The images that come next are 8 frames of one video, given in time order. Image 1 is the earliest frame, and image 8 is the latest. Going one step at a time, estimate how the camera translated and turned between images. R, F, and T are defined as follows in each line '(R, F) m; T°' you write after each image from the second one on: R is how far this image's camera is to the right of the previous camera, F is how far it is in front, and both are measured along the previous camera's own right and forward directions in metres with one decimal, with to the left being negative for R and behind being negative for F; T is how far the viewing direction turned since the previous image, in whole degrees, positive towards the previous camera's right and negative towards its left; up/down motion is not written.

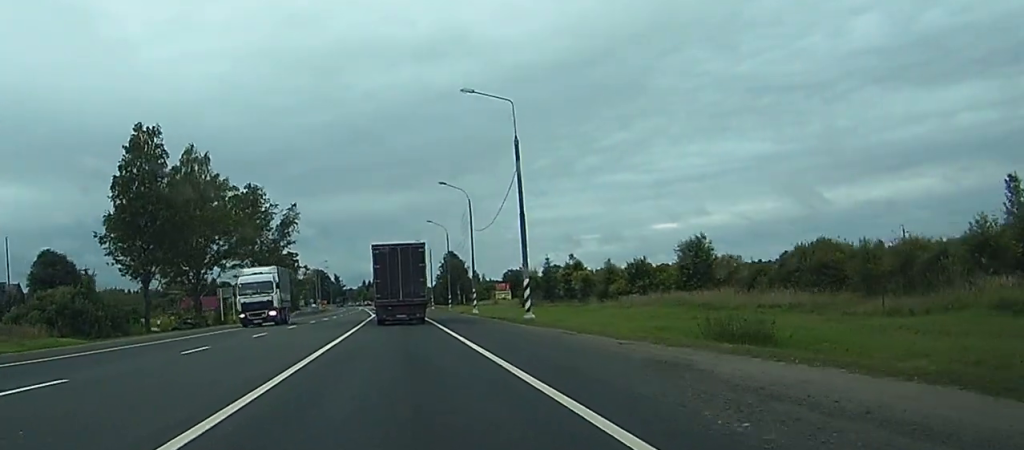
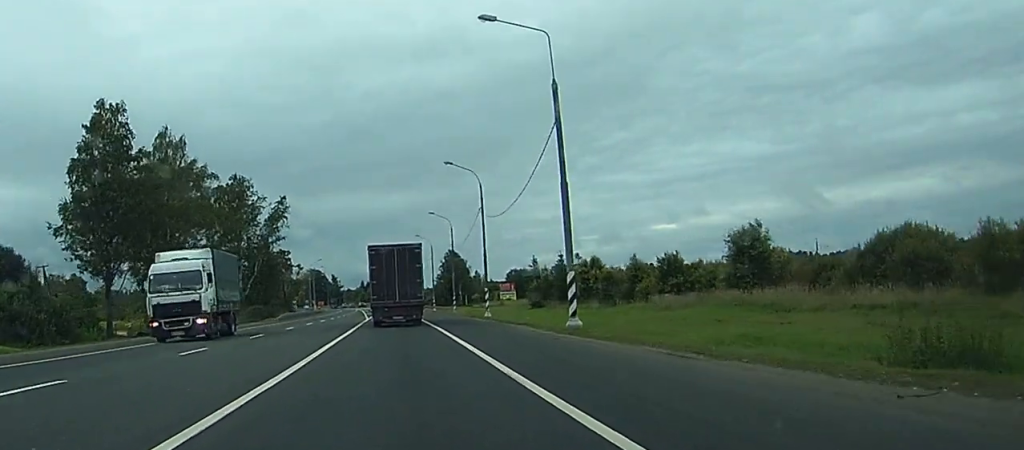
(-0.1, +11.9) m; 0°
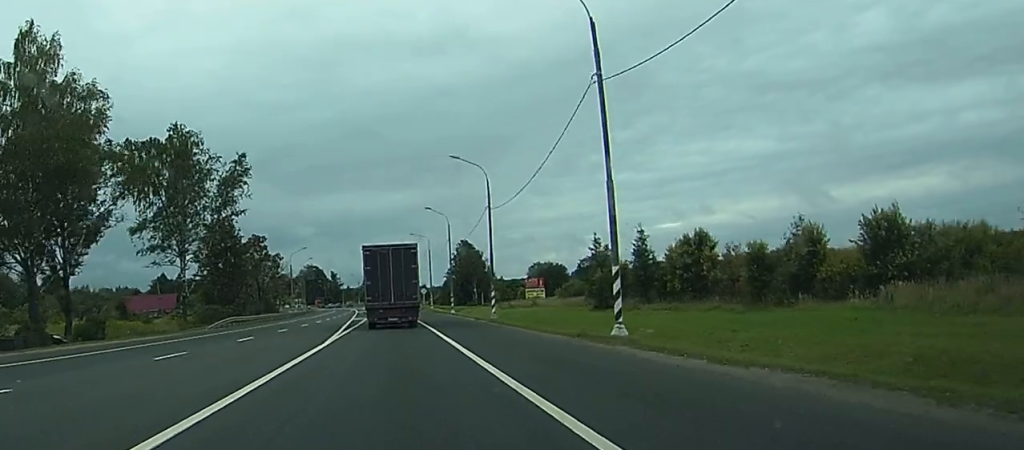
(+0.1, +38.5) m; 0°
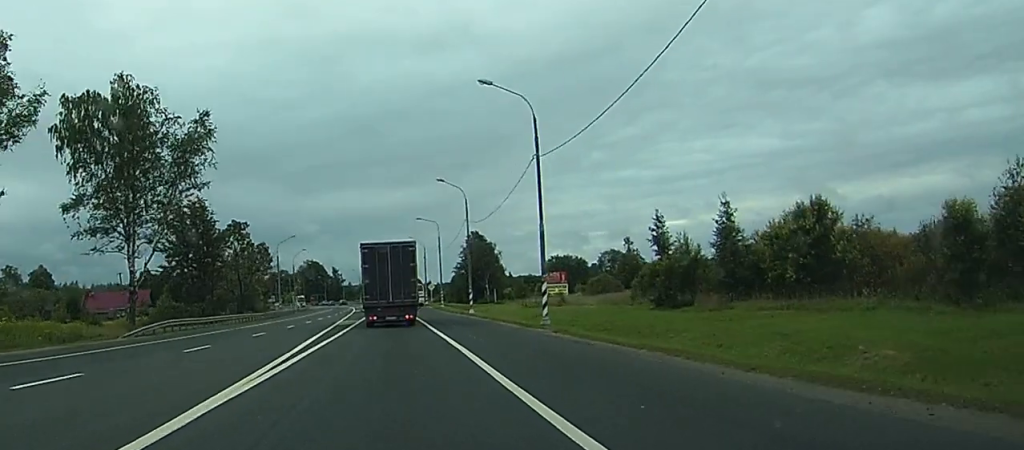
(-0.1, +20.9) m; 0°
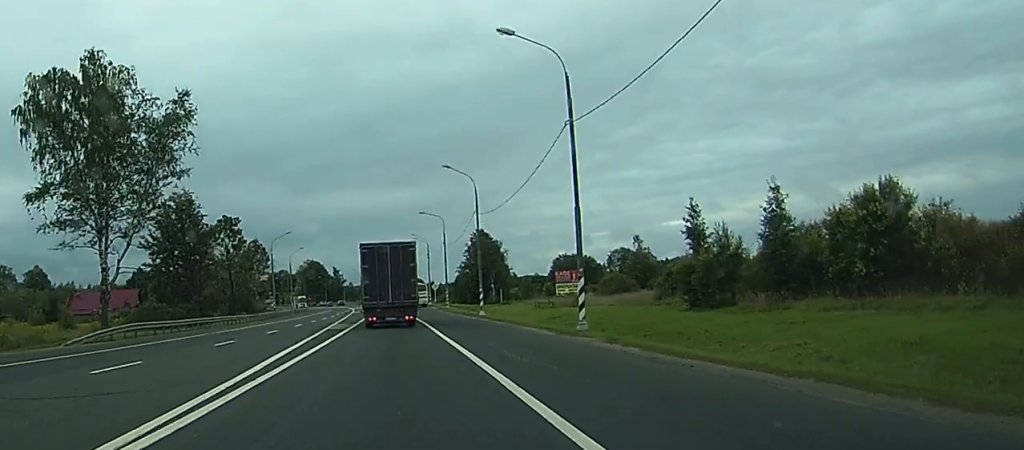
(0.0, +8.0) m; 0°
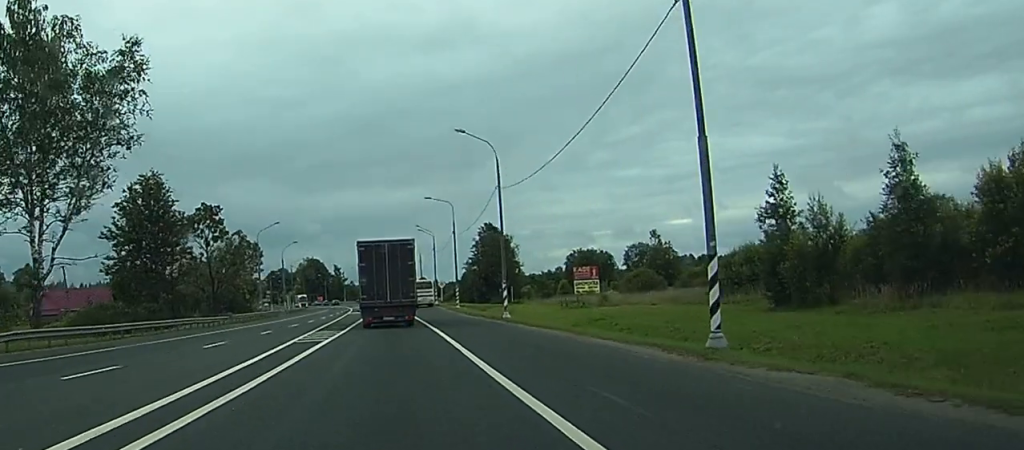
(0.0, +13.9) m; 0°
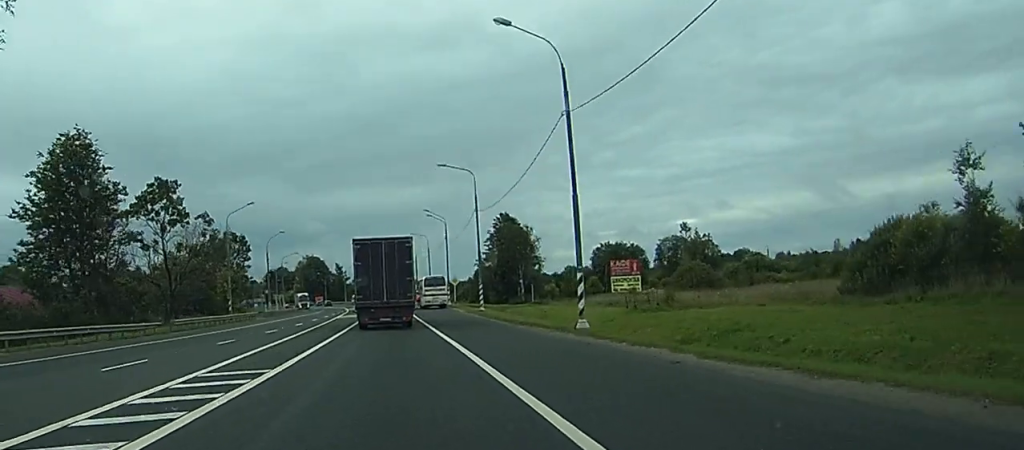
(-0.1, +21.7) m; 0°
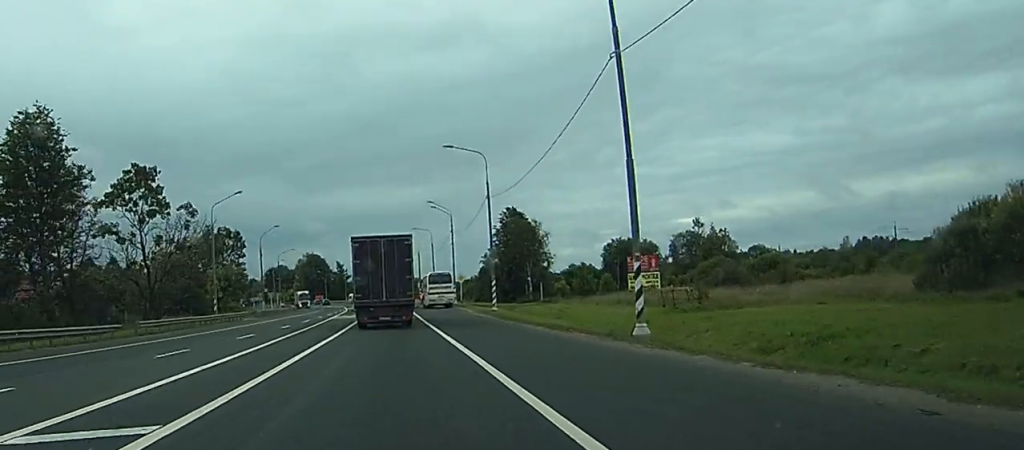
(0.0, +7.8) m; 0°
